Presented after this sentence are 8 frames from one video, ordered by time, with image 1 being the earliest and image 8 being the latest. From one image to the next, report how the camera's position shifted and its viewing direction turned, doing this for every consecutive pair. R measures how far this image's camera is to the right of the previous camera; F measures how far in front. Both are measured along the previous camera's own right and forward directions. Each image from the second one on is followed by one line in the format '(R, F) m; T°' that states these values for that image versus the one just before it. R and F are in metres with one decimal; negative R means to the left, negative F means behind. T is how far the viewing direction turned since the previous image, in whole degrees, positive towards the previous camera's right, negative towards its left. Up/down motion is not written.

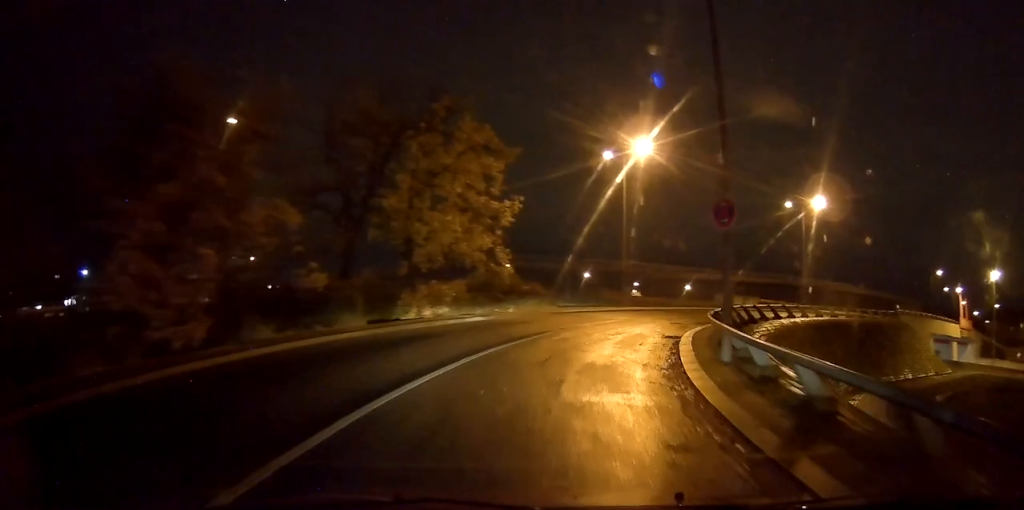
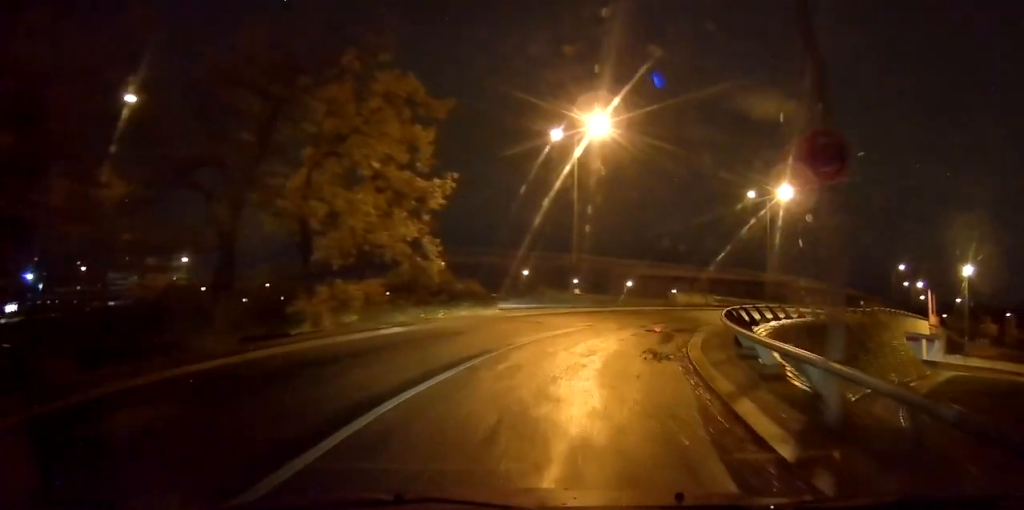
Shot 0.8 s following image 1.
(+0.2, +5.5) m; +5°
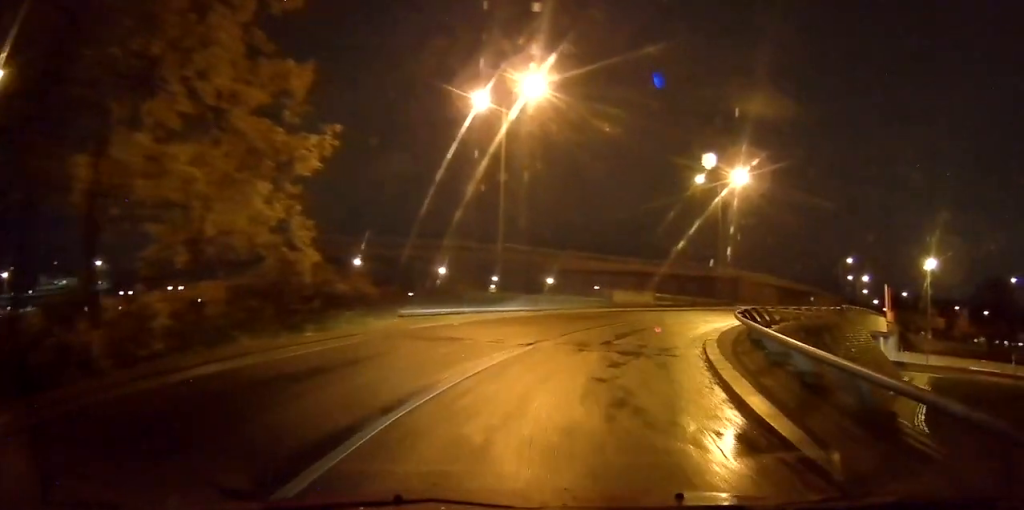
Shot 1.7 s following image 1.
(+0.4, +7.1) m; +7°
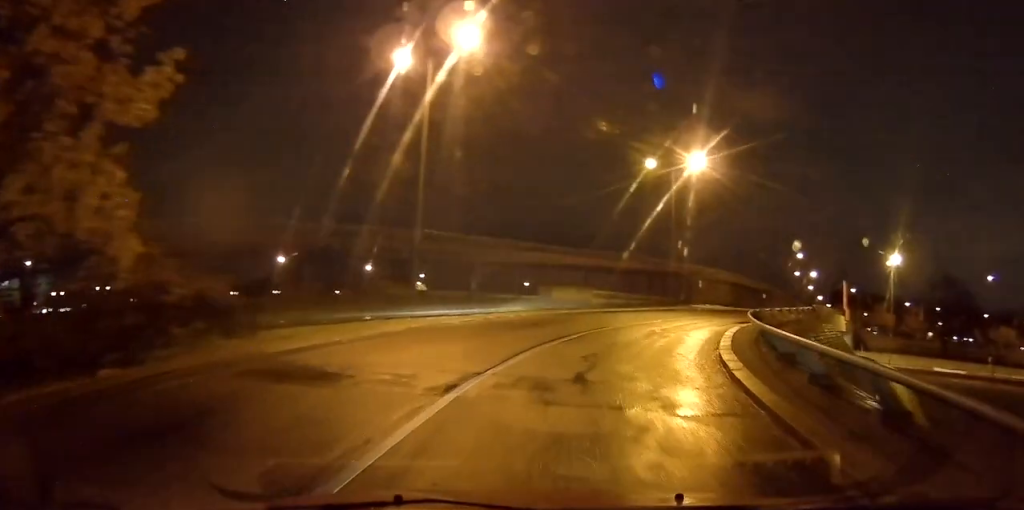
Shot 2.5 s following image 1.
(+0.2, +5.1) m; +8°
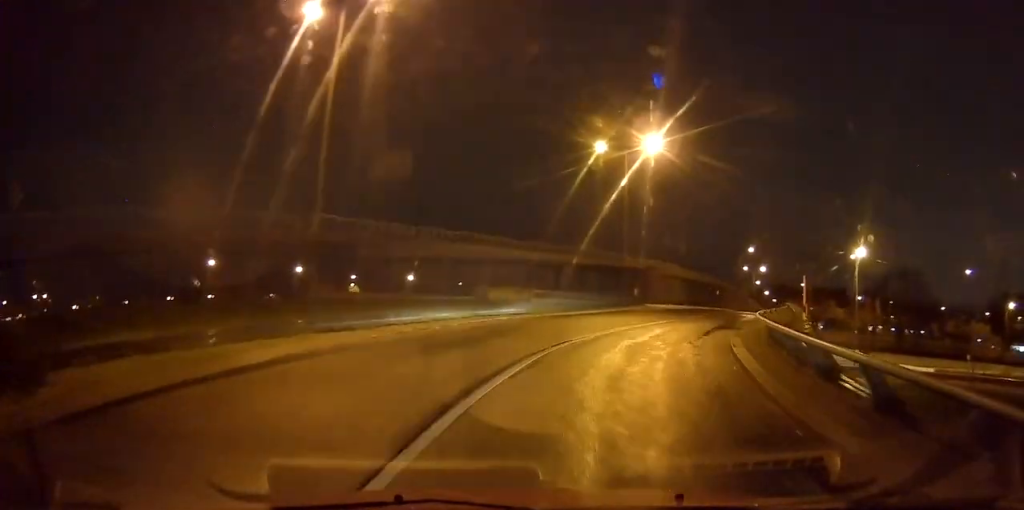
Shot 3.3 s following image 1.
(+0.3, +4.0) m; +12°
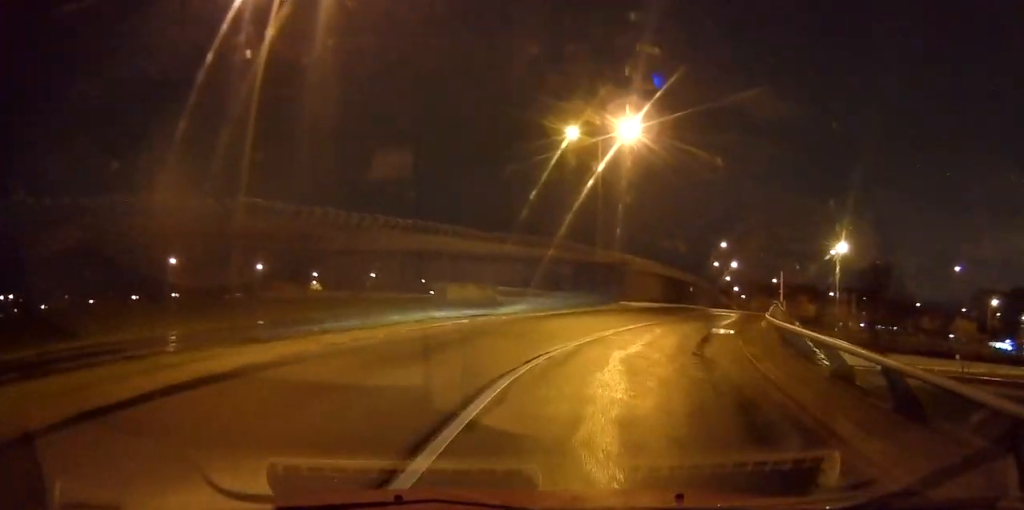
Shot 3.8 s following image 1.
(+0.3, +2.3) m; +6°
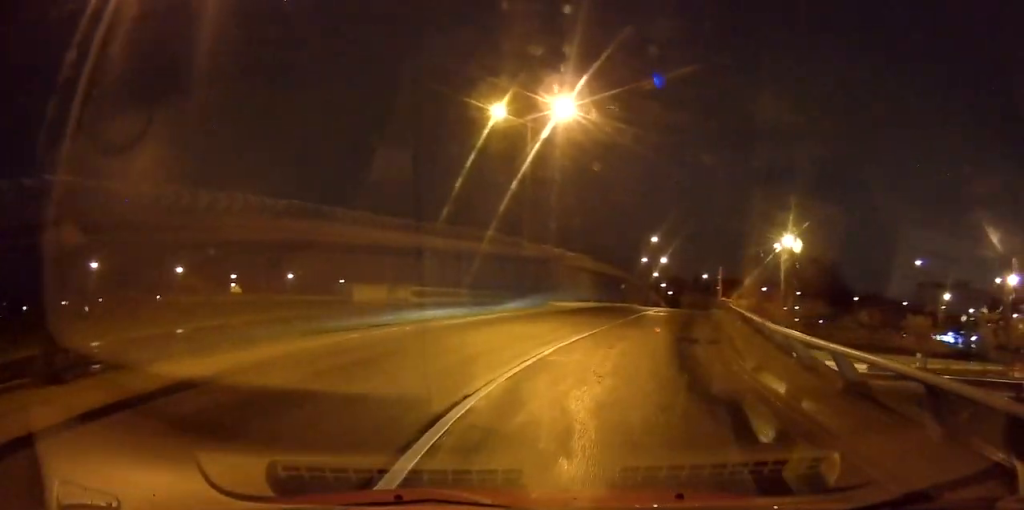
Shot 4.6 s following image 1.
(+0.3, +3.9) m; +5°
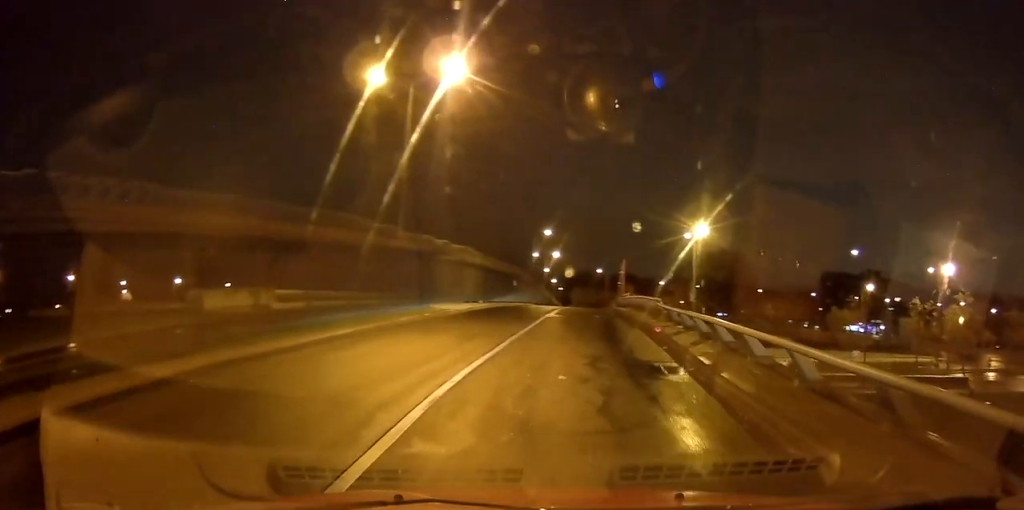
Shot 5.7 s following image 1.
(0.0, +5.5) m; +3°
